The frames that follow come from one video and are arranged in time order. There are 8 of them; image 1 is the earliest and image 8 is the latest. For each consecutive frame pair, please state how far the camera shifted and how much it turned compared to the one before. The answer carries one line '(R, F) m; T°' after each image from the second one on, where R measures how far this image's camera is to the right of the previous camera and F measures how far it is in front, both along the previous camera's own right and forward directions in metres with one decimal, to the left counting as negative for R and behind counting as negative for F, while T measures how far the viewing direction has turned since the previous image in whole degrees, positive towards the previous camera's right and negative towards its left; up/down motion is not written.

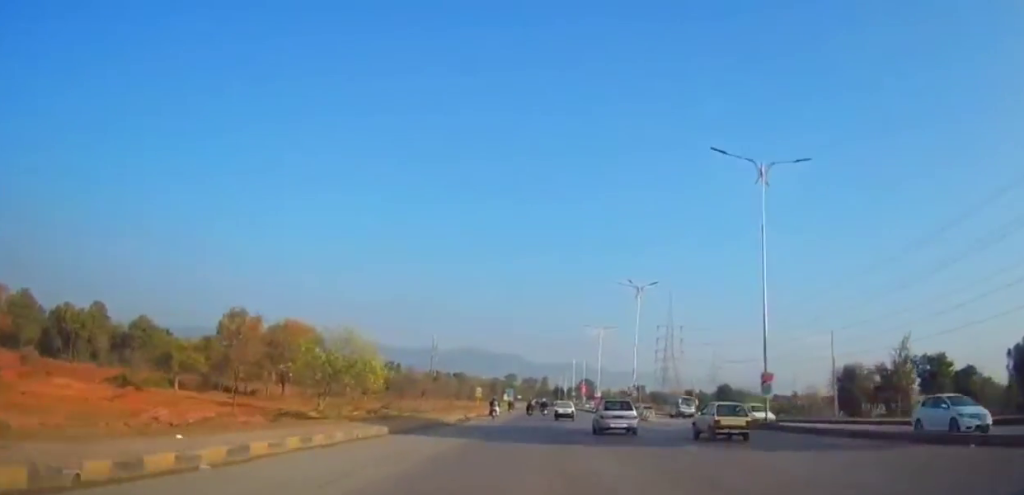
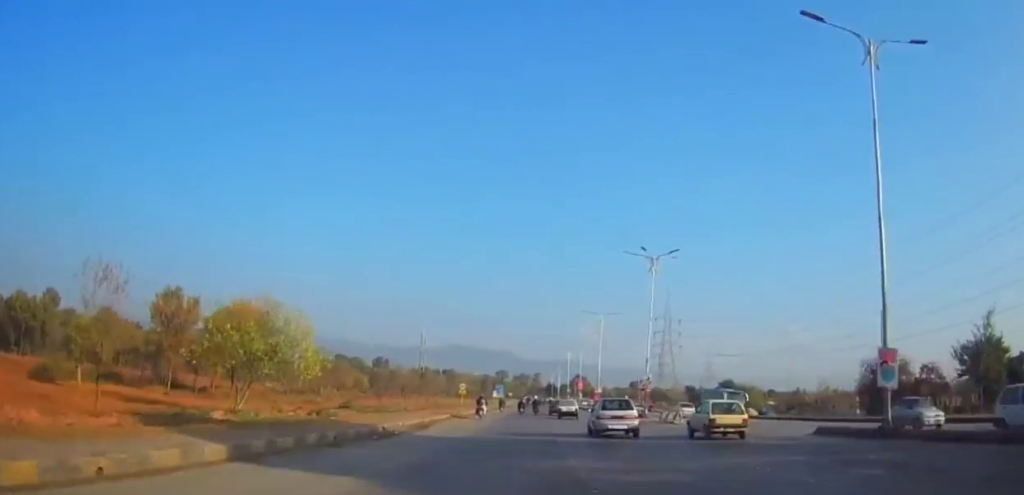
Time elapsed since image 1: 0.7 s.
(+0.1, +12.6) m; +1°
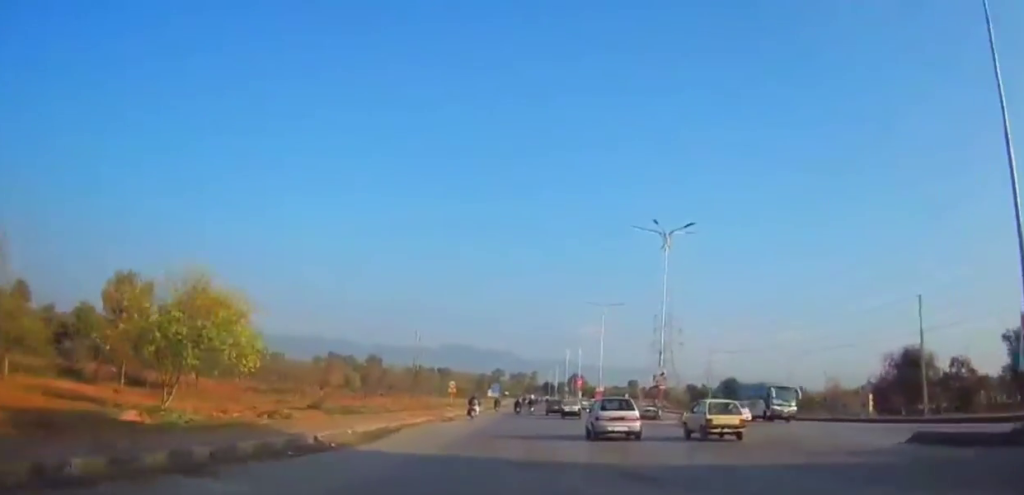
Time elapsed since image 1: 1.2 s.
(0.0, +7.5) m; 0°
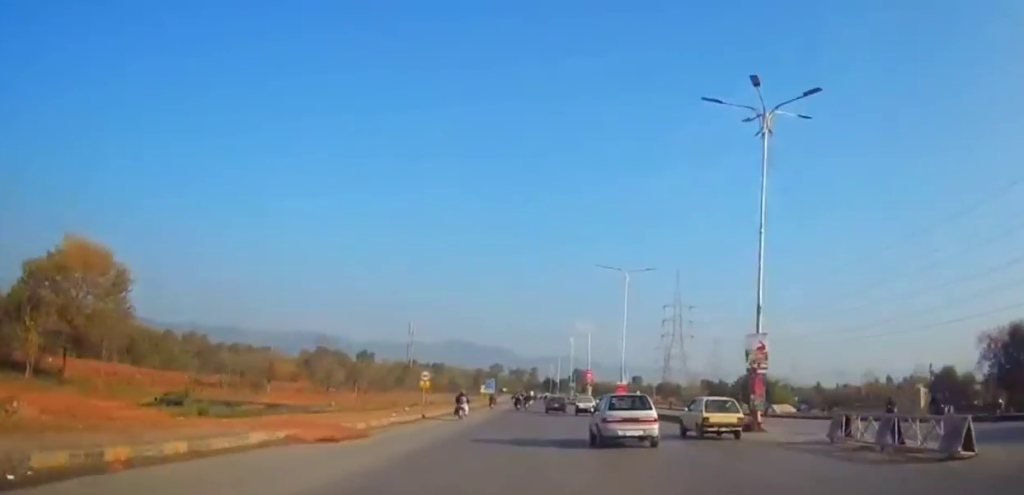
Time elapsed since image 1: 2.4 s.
(0.0, +21.0) m; 0°
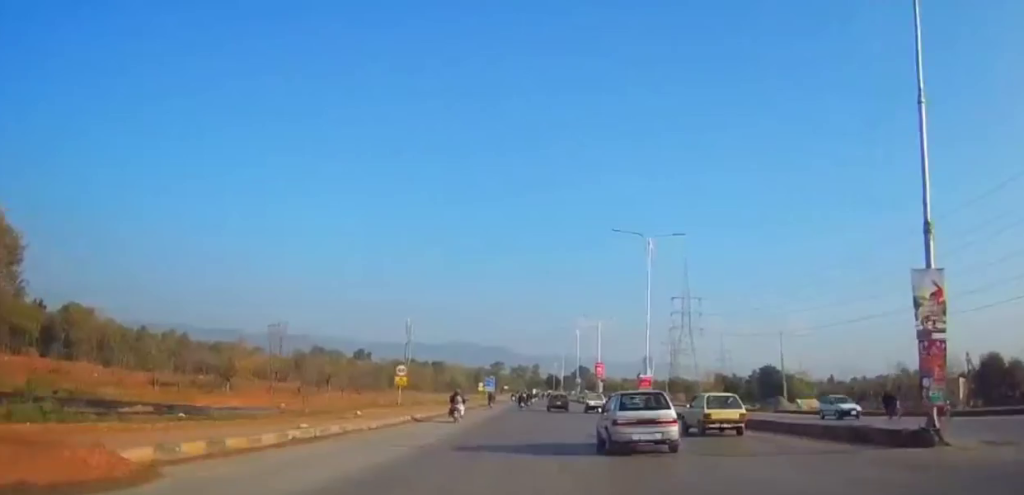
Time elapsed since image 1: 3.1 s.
(-0.1, +11.7) m; 0°
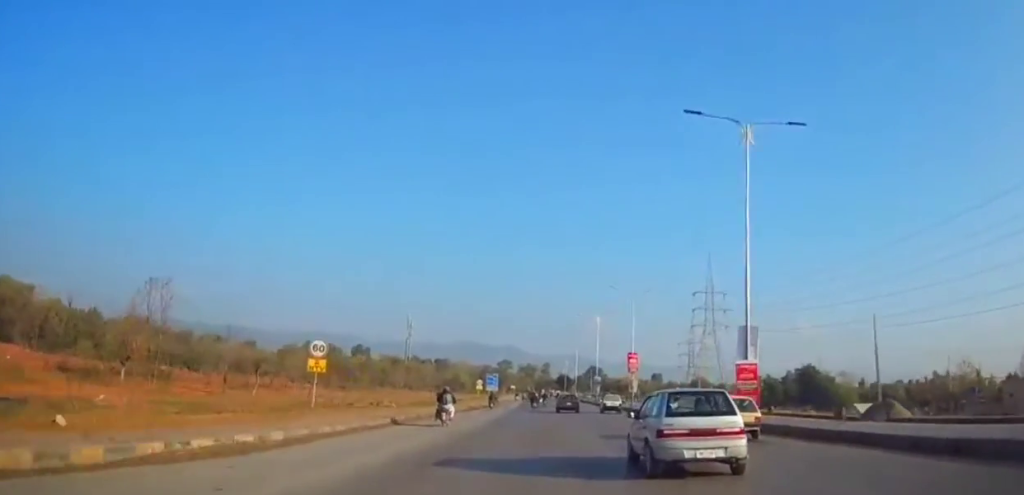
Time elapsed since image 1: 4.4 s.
(+0.1, +21.6) m; -1°
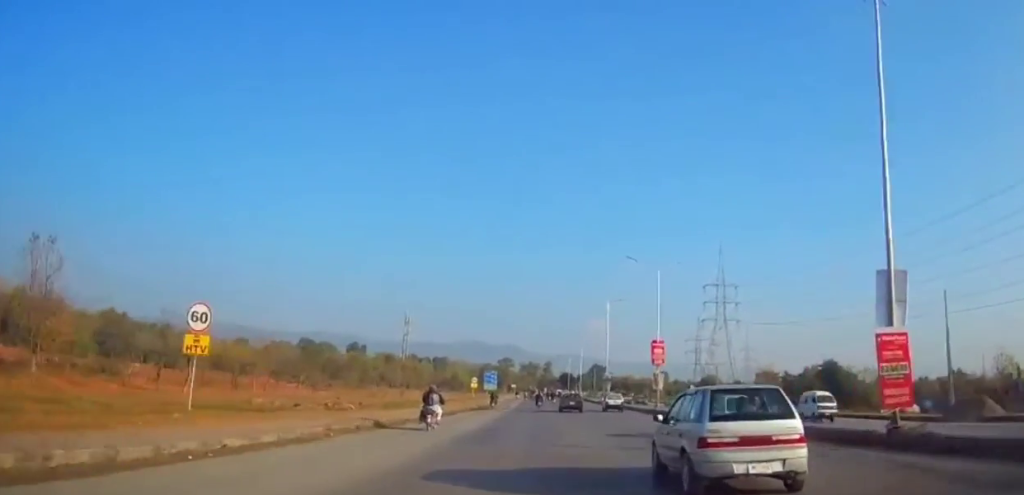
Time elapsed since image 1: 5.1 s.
(-0.2, +11.7) m; -1°
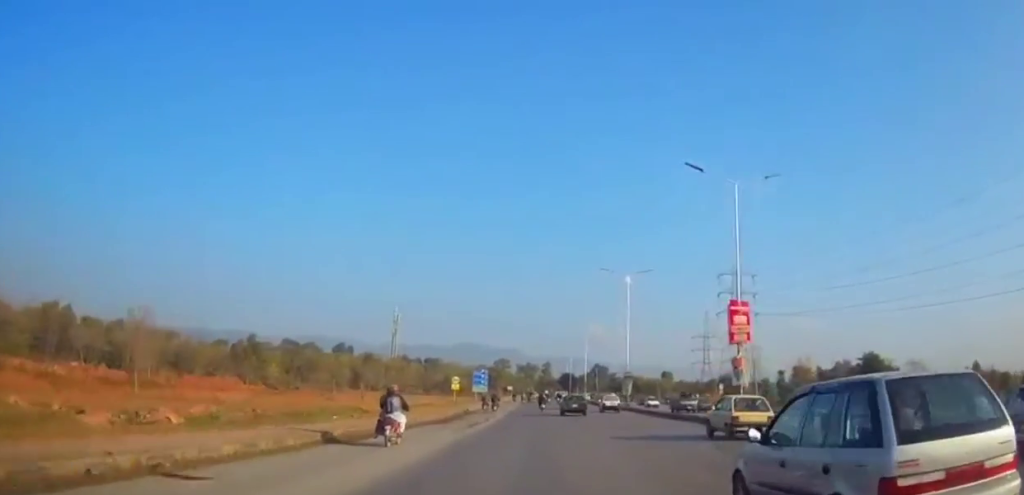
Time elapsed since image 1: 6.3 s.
(0.0, +21.2) m; +2°
